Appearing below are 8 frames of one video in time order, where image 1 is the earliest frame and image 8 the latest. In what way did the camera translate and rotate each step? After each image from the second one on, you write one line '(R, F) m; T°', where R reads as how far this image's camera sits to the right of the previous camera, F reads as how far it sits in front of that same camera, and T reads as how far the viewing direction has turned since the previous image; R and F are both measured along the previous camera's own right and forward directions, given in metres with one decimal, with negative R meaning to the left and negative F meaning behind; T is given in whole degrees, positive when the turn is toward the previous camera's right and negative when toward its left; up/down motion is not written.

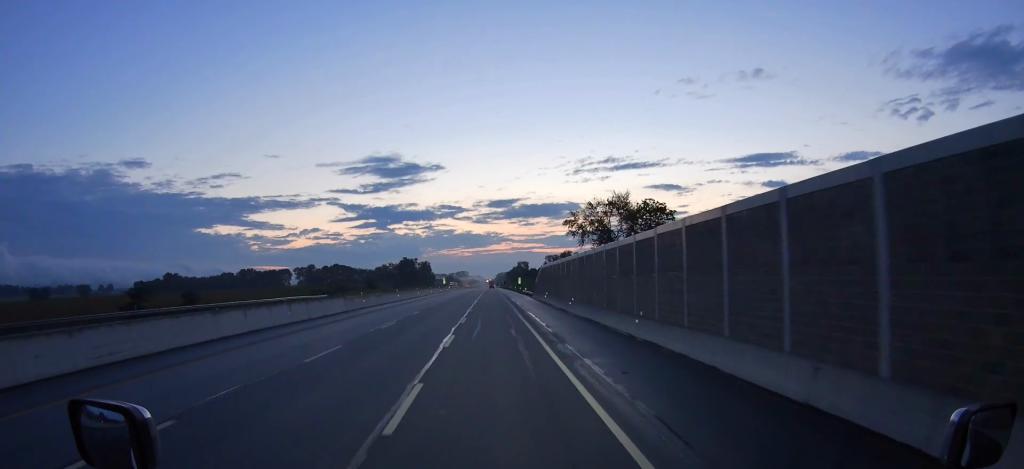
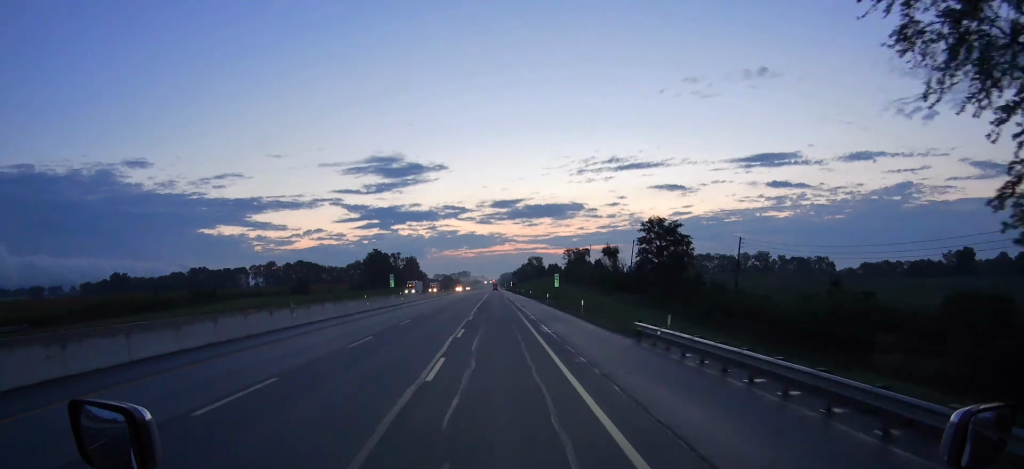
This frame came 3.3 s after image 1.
(-0.2, +92.3) m; 0°
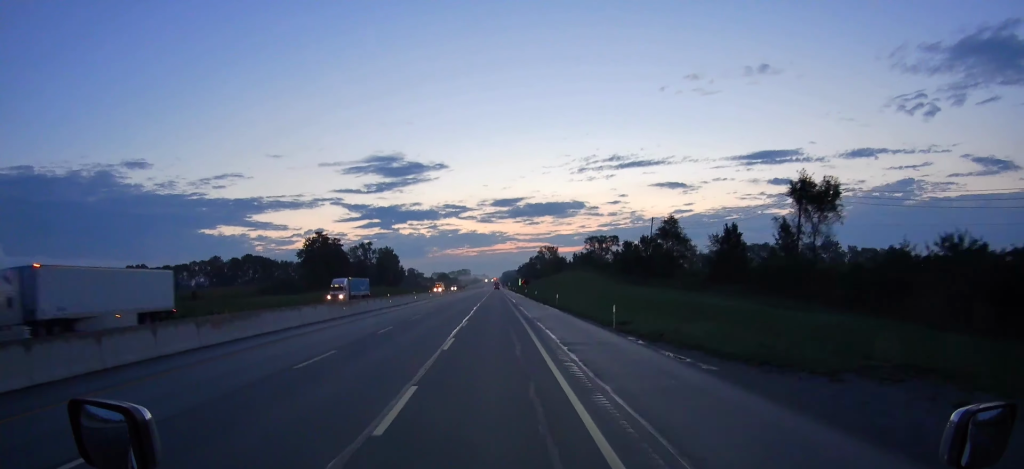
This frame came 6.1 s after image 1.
(0.0, +78.5) m; 0°
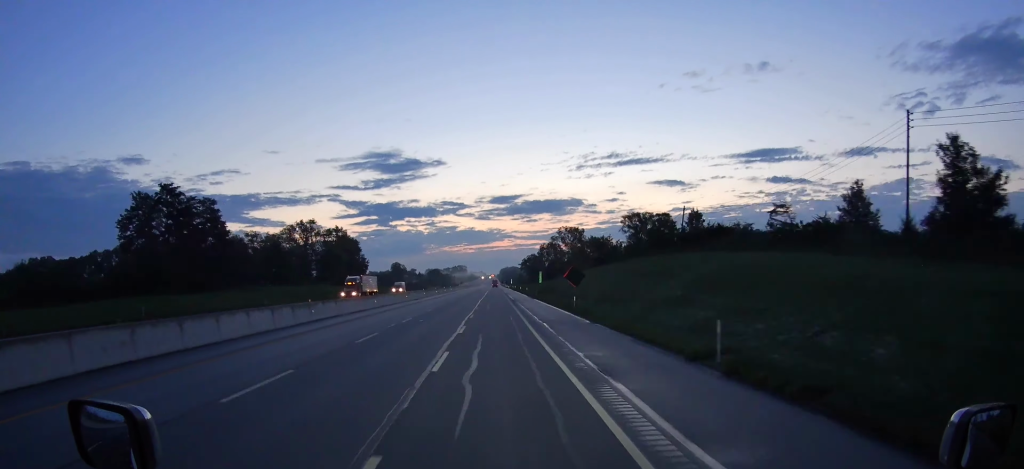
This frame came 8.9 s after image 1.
(+0.2, +79.0) m; 0°
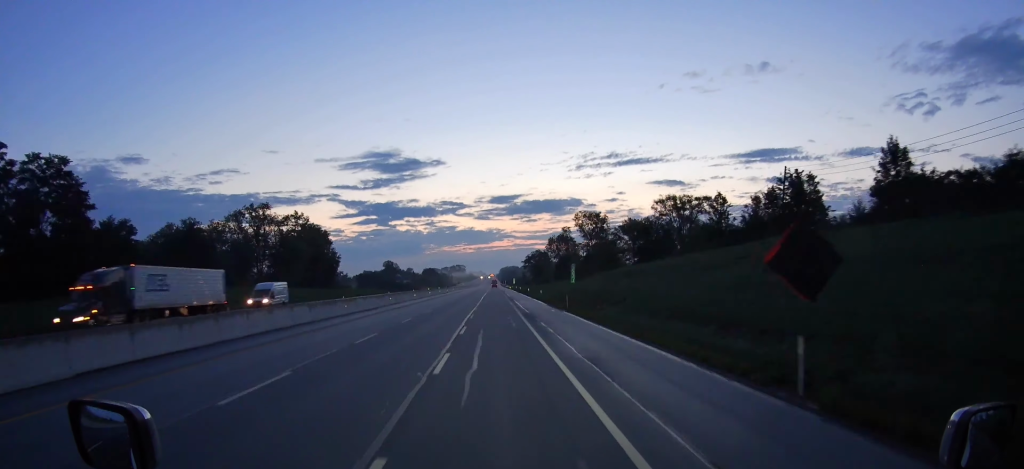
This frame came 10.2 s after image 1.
(+0.1, +36.7) m; 0°
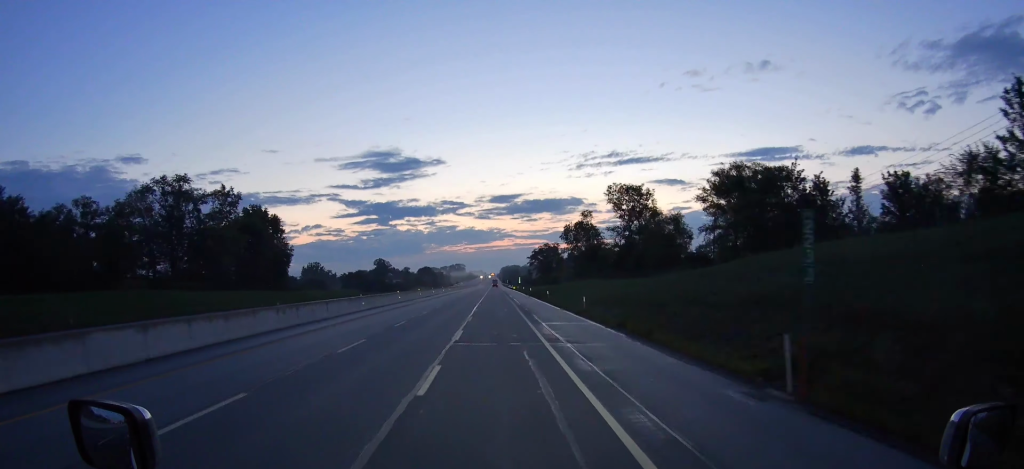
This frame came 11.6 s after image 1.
(0.0, +39.8) m; 0°
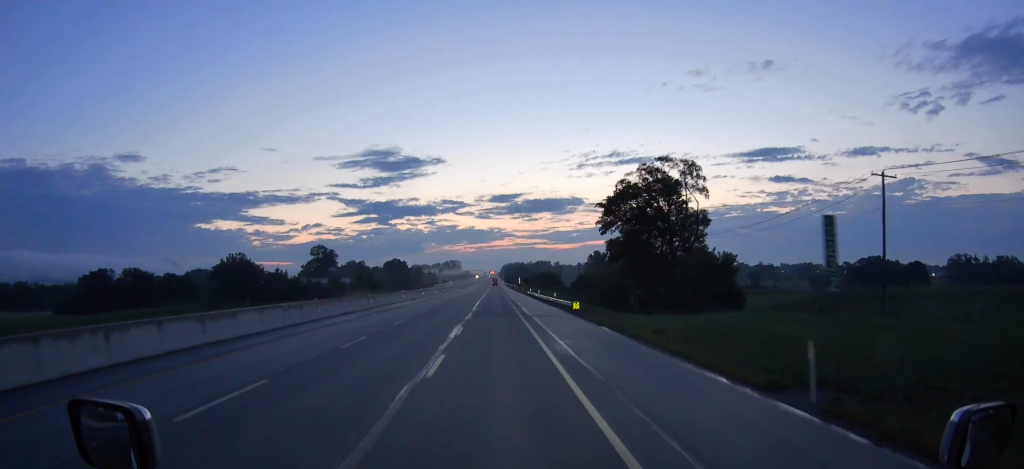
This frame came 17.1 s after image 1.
(-0.4, +156.7) m; 0°
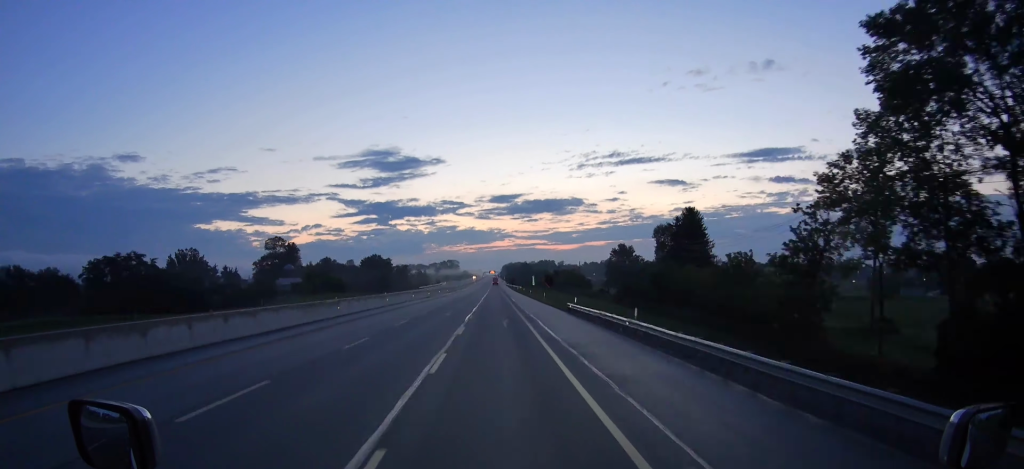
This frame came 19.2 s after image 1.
(+0.1, +60.1) m; 0°
